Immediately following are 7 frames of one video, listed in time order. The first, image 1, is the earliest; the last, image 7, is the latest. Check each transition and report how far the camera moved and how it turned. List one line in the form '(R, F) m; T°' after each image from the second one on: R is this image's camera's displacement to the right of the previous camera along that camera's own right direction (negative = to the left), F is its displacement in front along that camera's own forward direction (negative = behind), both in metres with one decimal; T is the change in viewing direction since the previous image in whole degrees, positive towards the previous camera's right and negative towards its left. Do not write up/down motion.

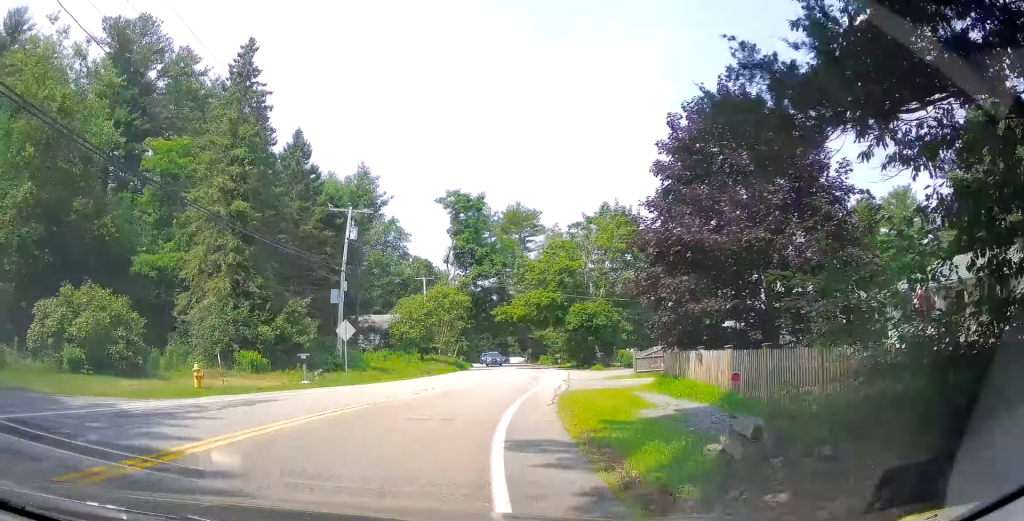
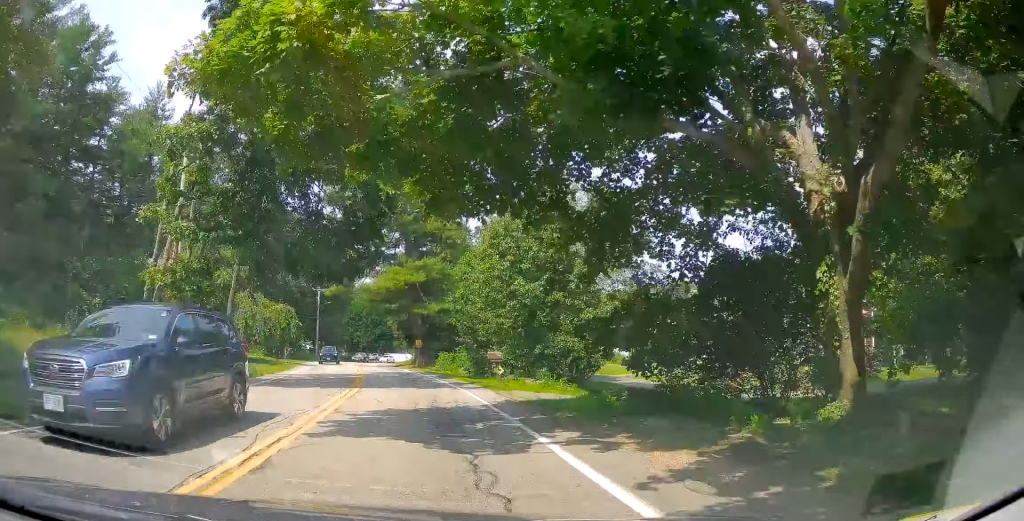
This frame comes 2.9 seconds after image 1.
(+6.6, +43.3) m; +12°
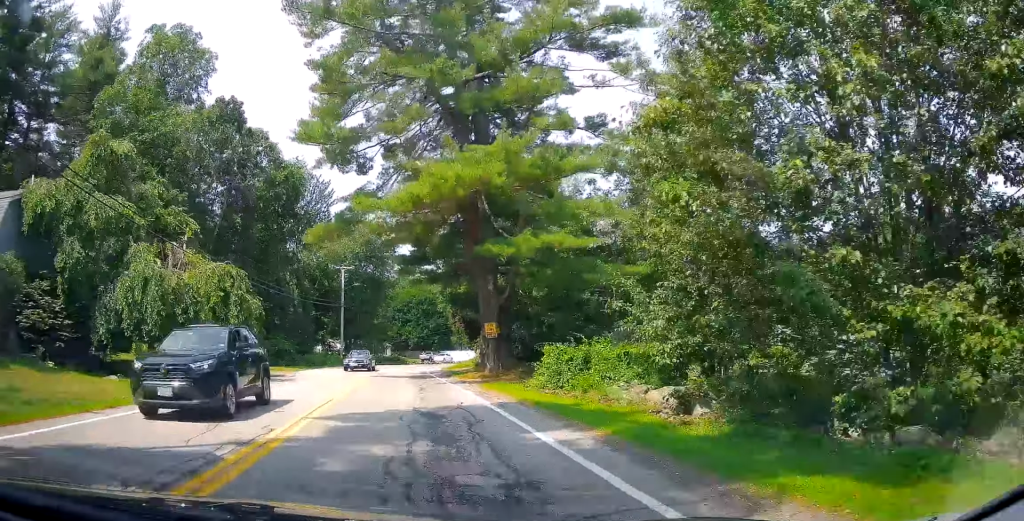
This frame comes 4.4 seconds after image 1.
(0.0, +24.1) m; 0°
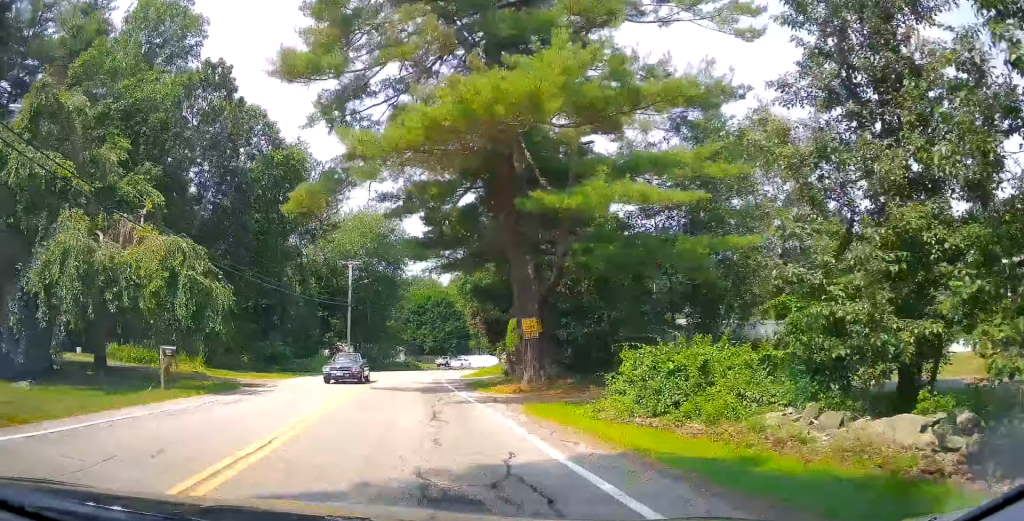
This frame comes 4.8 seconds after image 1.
(0.0, +6.6) m; 0°
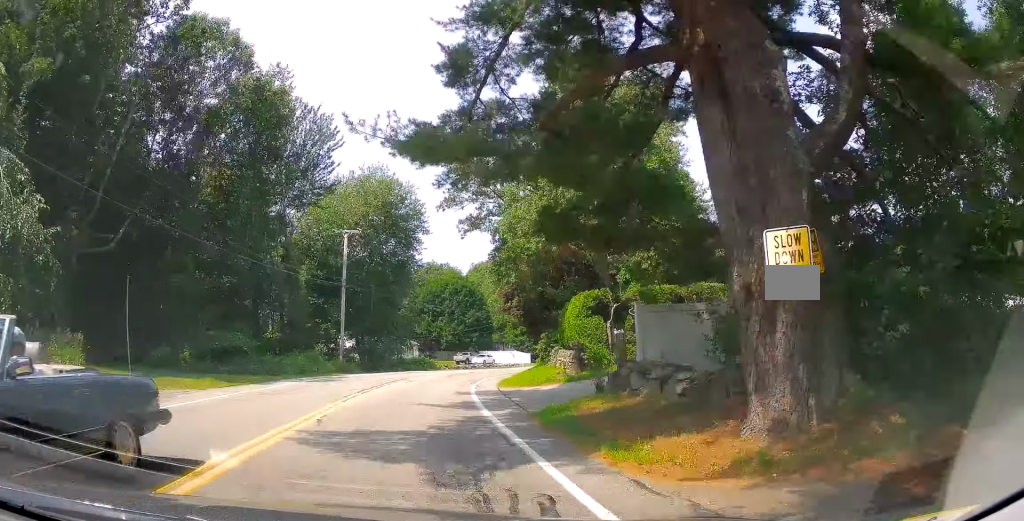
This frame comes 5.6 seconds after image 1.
(0.0, +13.6) m; 0°
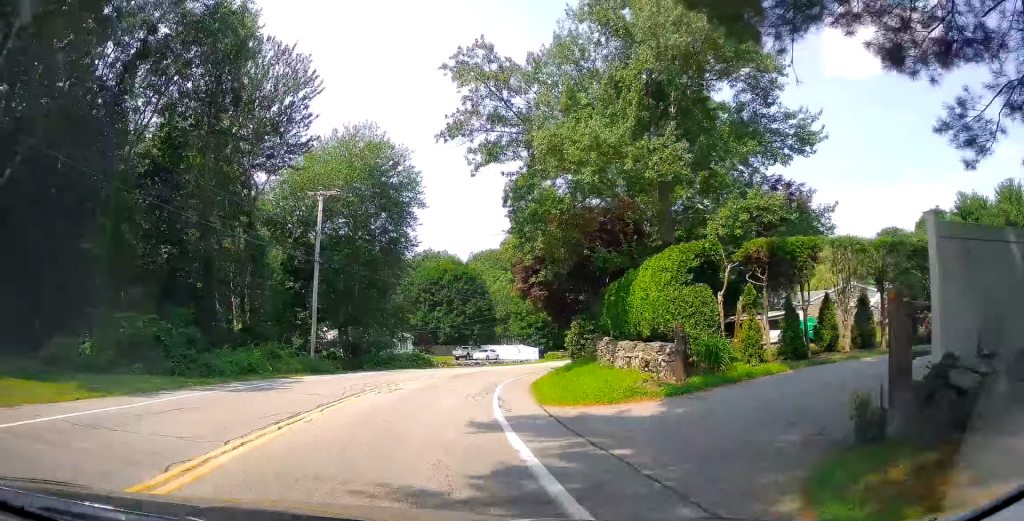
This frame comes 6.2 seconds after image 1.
(0.0, +9.7) m; 0°
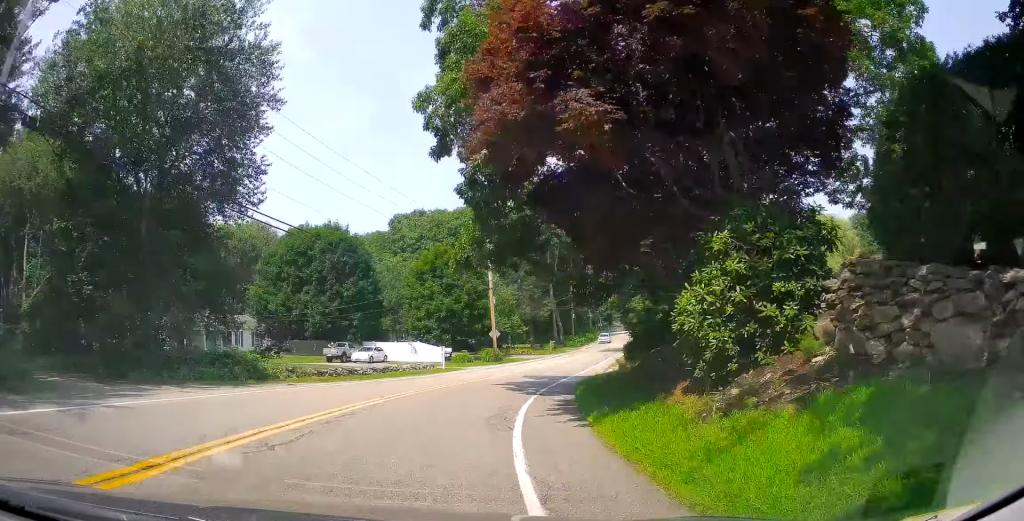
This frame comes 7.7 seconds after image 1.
(+0.5, +23.5) m; +6°
